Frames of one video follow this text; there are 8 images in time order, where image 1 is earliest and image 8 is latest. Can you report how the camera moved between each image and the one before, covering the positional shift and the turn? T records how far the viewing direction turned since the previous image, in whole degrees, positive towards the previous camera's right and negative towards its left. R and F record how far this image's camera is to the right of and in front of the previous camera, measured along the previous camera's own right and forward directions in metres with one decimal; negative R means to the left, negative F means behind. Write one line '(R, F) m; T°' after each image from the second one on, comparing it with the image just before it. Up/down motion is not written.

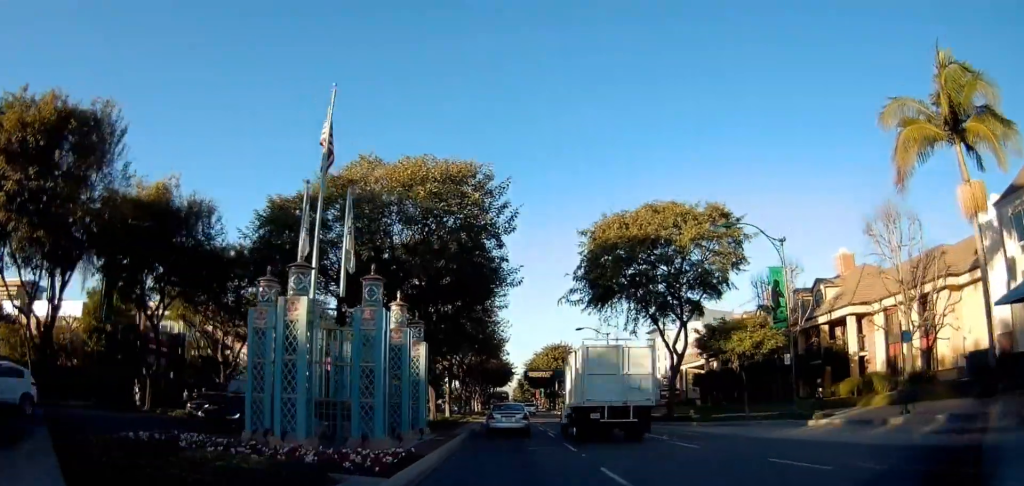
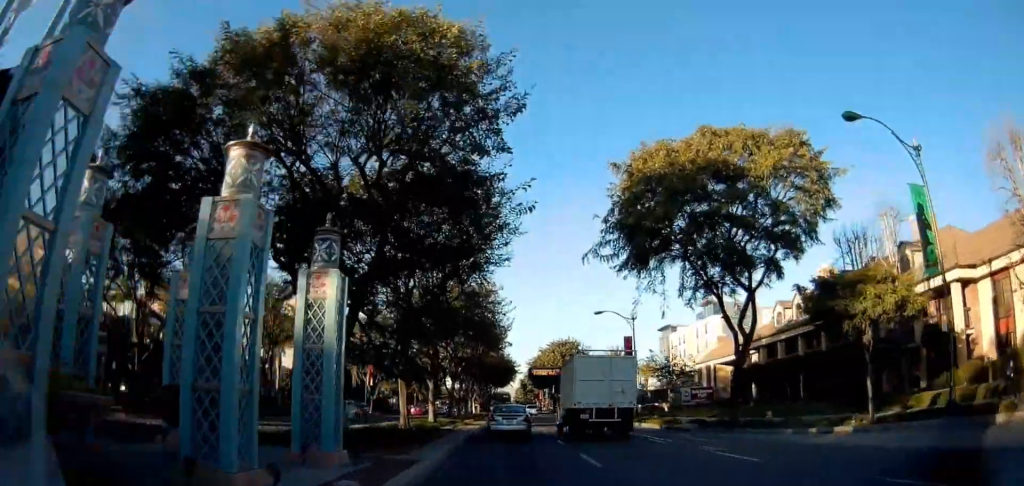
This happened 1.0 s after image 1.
(0.0, +11.7) m; 0°
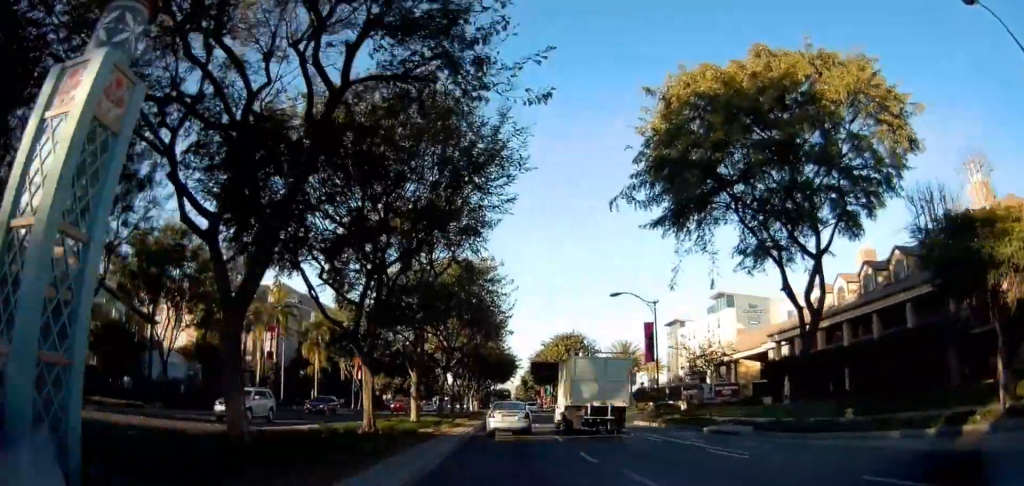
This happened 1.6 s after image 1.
(0.0, +7.0) m; 0°
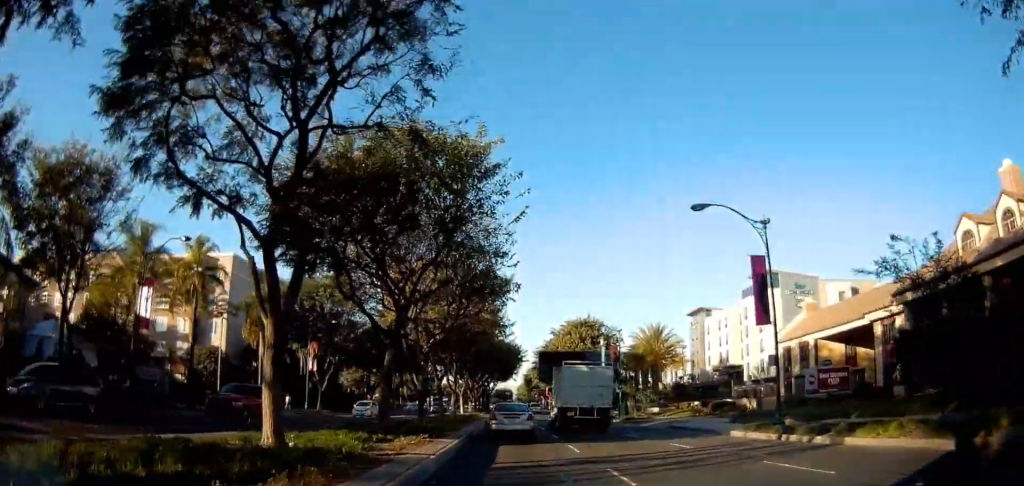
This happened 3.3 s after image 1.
(-0.7, +19.3) m; -4°
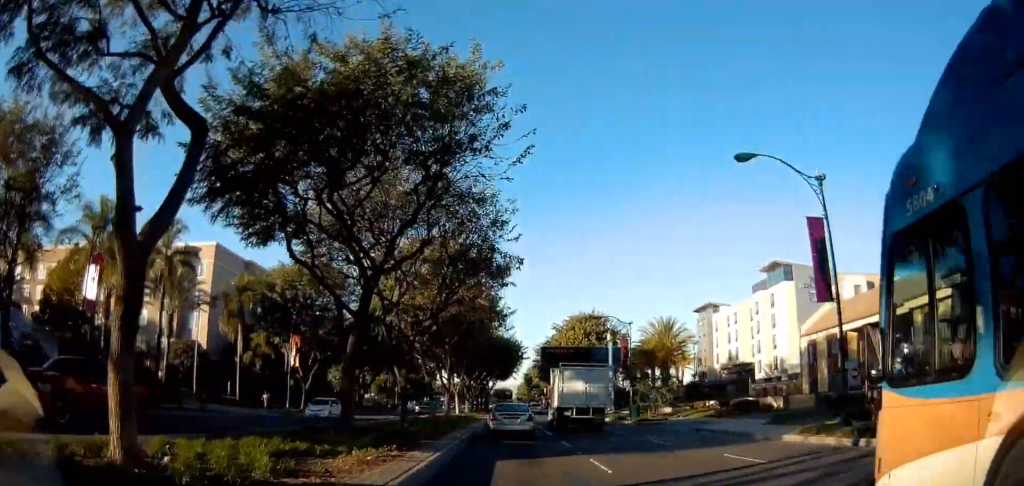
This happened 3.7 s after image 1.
(-0.3, +5.3) m; 0°
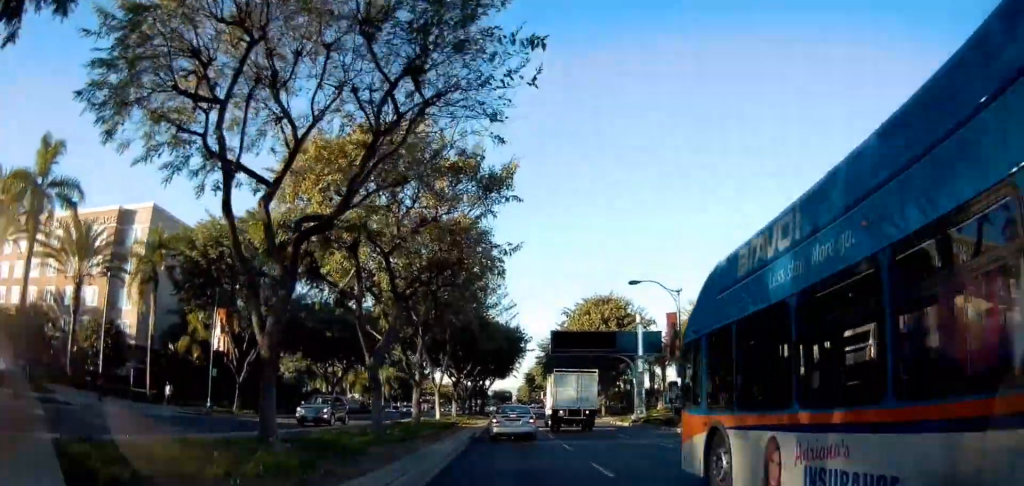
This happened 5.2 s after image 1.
(+1.0, +15.9) m; +4°
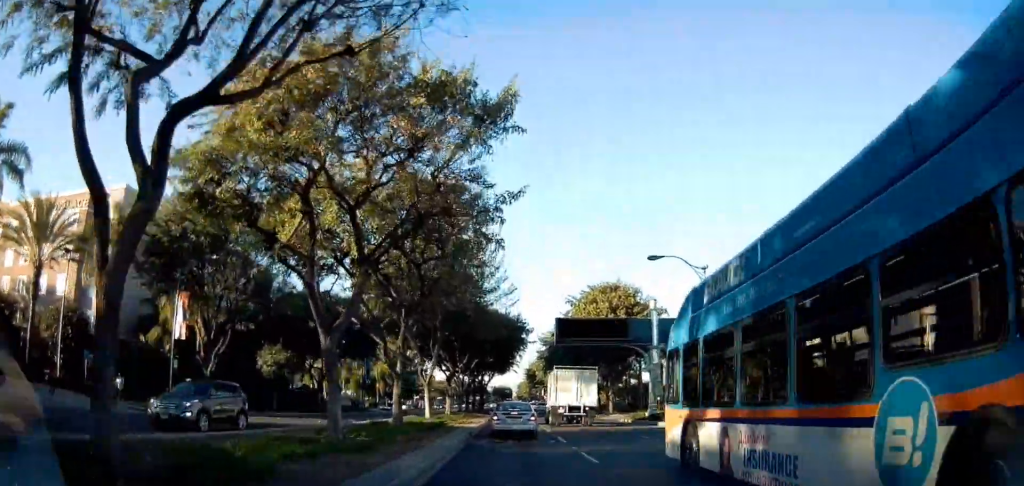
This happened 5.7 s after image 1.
(0.0, +5.5) m; 0°
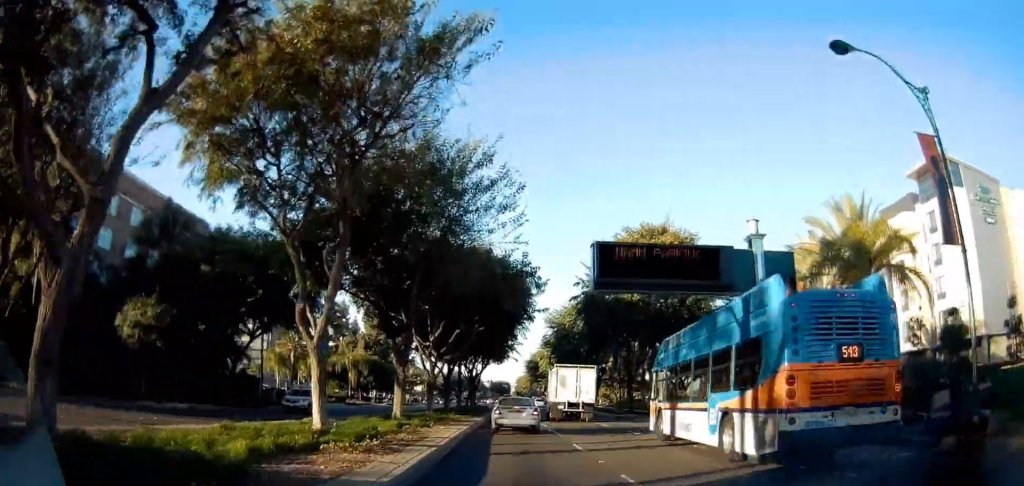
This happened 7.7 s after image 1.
(-1.3, +20.4) m; -4°
